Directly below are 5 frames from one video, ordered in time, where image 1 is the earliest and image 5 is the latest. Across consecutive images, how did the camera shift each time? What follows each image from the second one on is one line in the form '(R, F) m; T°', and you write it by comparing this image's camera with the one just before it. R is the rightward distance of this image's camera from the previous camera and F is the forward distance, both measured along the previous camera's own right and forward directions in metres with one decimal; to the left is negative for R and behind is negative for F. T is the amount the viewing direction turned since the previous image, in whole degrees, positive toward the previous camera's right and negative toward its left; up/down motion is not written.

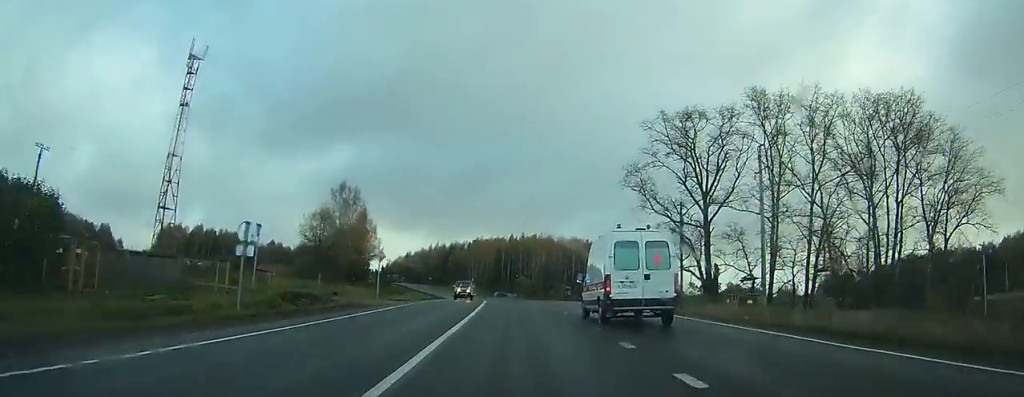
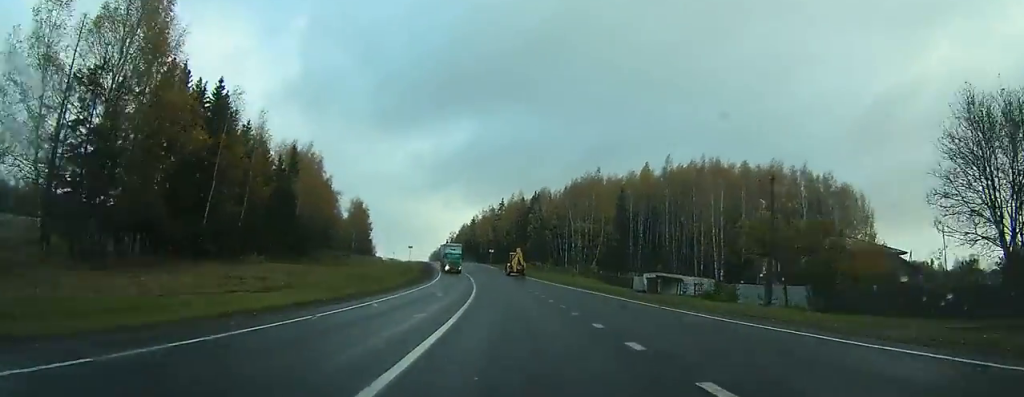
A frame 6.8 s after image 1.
(-9.5, +124.1) m; -9°
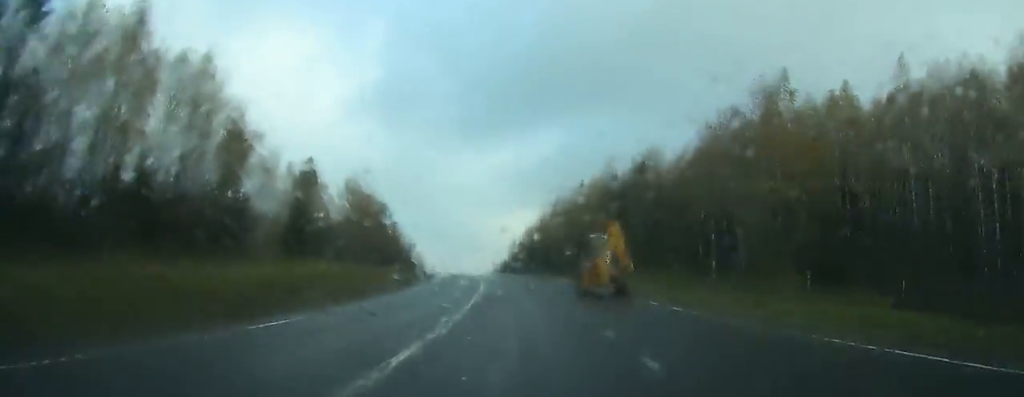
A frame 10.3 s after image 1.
(-2.9, +64.6) m; -6°
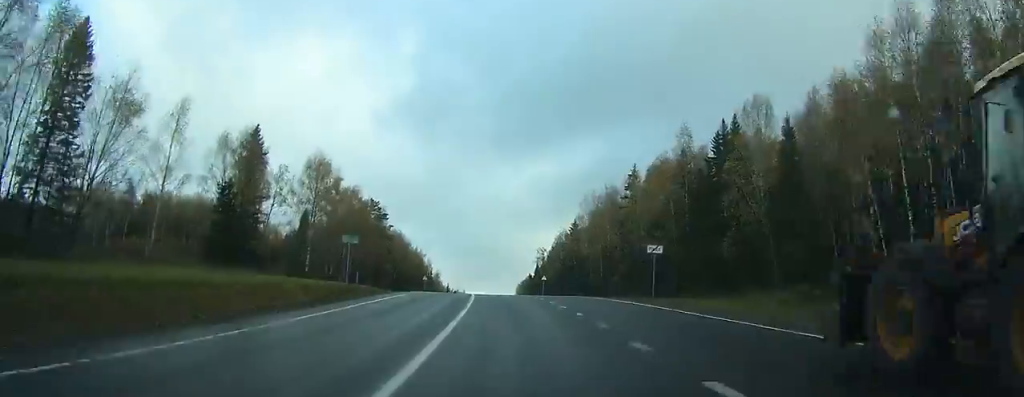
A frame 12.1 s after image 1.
(-1.1, +33.4) m; -4°
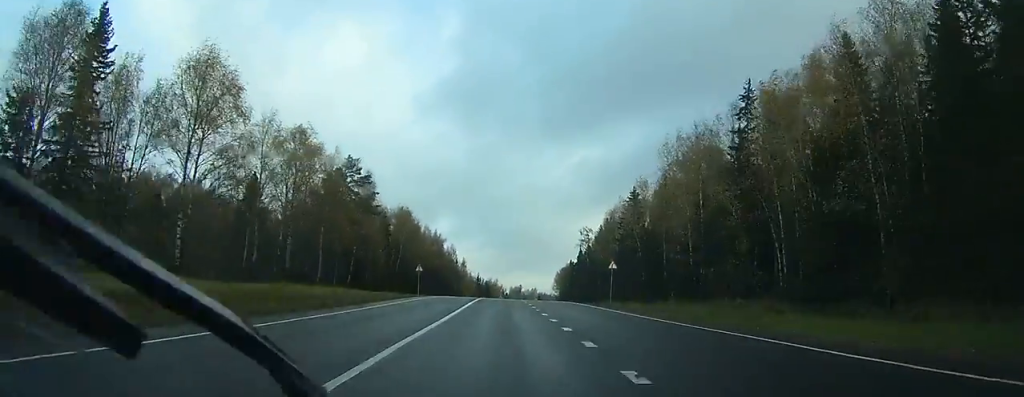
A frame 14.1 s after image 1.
(-1.4, +38.6) m; -3°
